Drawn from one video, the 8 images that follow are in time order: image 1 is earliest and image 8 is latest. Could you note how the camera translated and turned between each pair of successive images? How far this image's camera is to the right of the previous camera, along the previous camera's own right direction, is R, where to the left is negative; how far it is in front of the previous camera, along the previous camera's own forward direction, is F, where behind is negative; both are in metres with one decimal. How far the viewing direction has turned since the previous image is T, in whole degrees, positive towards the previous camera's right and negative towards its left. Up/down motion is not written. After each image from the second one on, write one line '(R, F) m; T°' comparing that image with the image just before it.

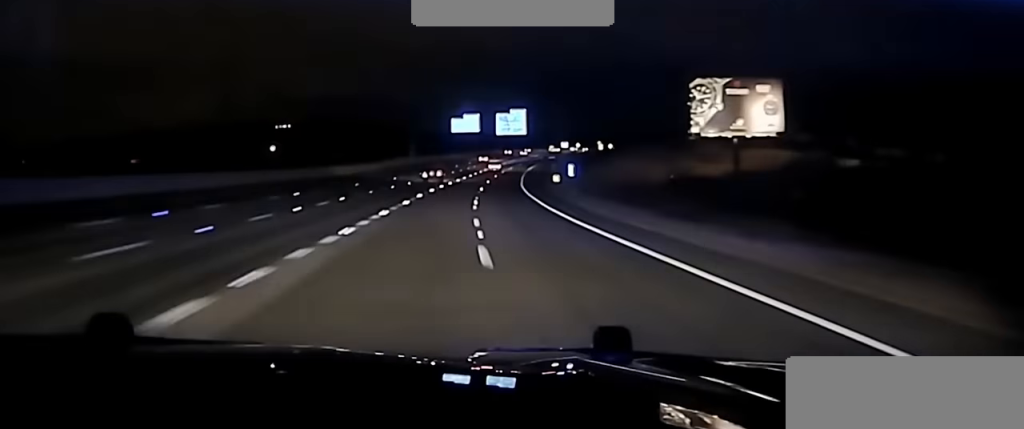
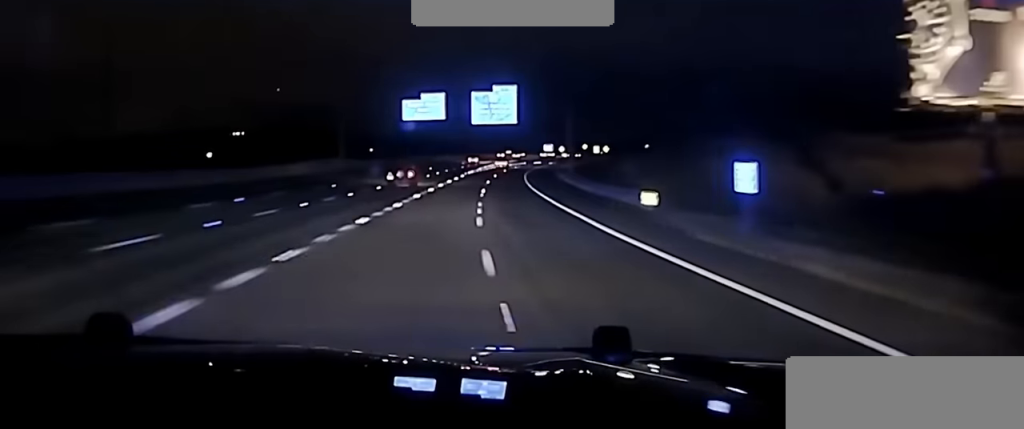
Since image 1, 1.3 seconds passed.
(+1.3, +61.2) m; +3°
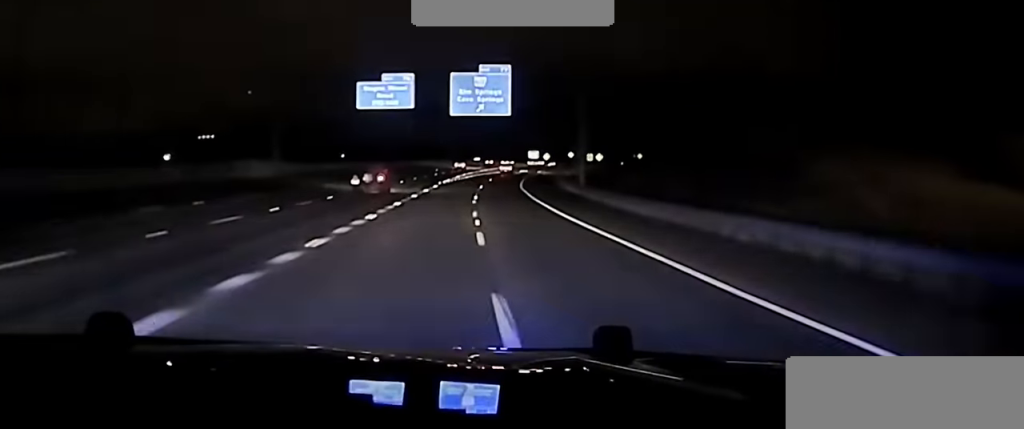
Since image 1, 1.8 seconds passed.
(+0.4, +27.6) m; +2°
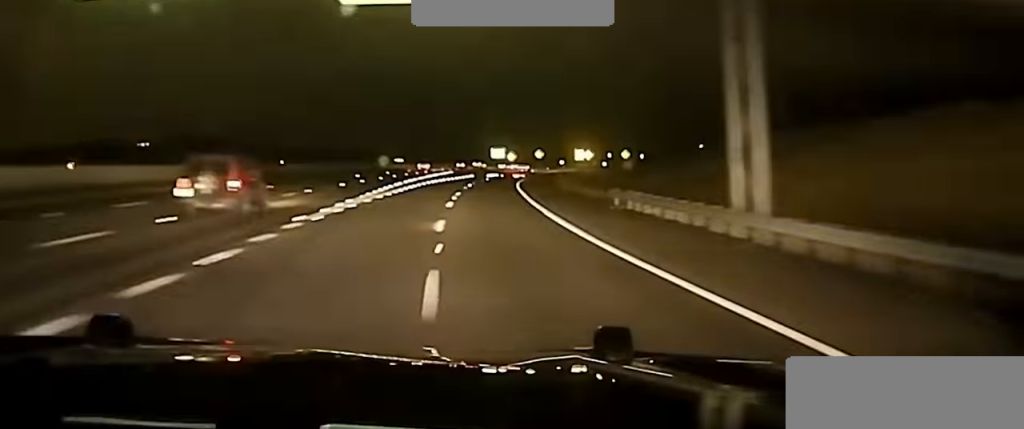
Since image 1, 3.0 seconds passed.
(+1.7, +54.9) m; +3°
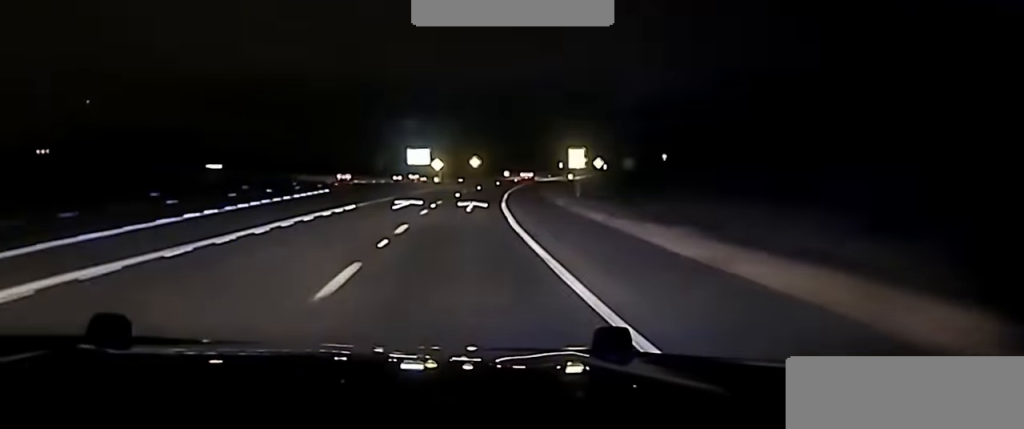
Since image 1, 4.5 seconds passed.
(+2.3, +78.7) m; +4°
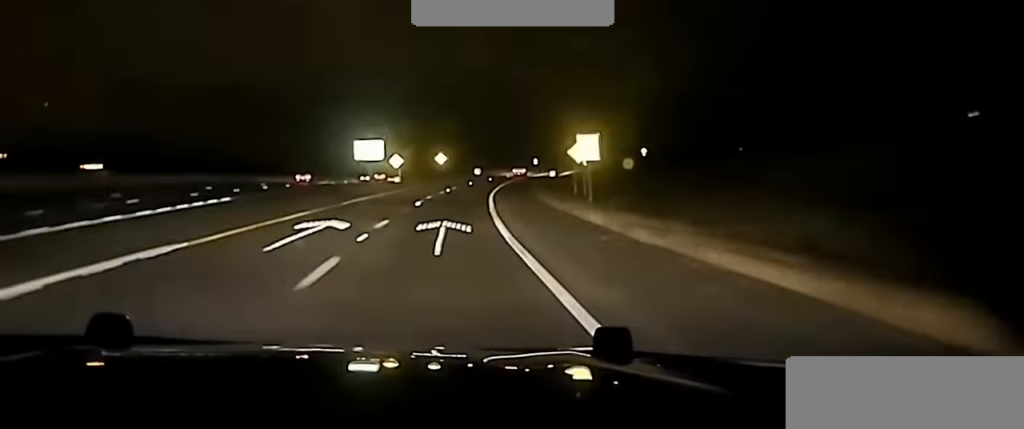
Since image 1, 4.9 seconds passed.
(+0.7, +24.1) m; +1°
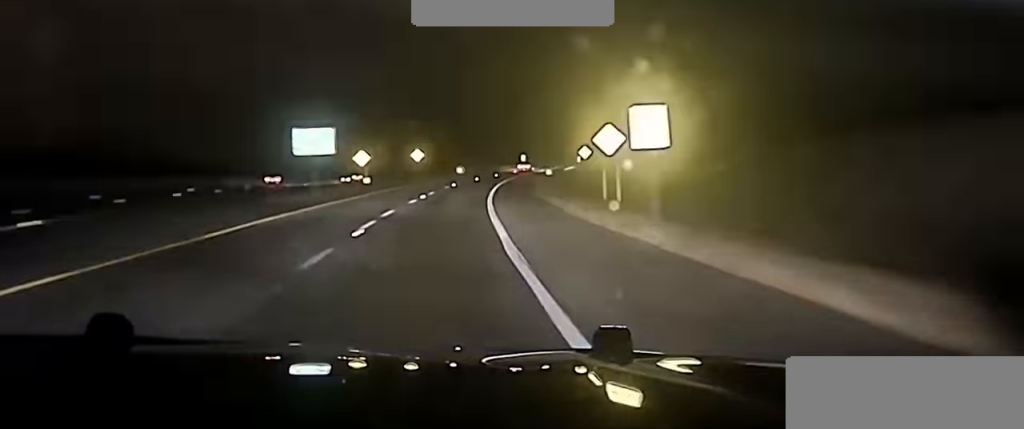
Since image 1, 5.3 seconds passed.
(+0.2, +21.5) m; +1°
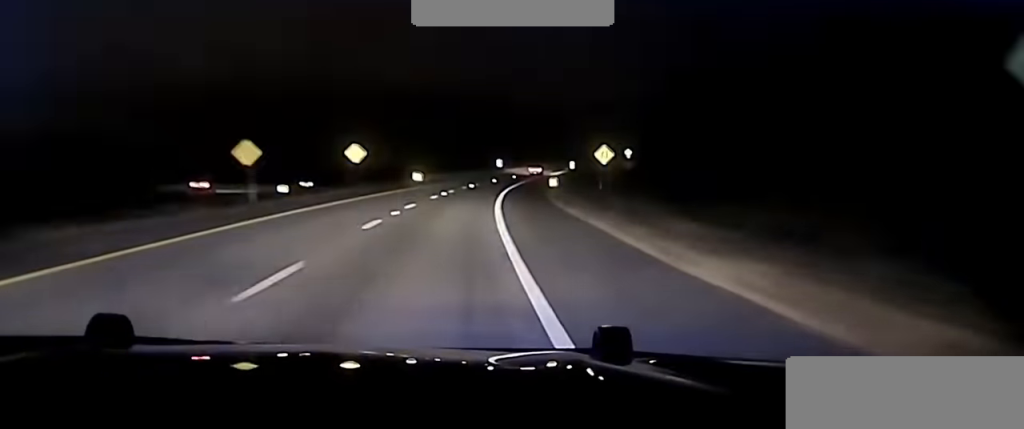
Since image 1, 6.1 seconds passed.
(-0.4, +39.8) m; +3°
